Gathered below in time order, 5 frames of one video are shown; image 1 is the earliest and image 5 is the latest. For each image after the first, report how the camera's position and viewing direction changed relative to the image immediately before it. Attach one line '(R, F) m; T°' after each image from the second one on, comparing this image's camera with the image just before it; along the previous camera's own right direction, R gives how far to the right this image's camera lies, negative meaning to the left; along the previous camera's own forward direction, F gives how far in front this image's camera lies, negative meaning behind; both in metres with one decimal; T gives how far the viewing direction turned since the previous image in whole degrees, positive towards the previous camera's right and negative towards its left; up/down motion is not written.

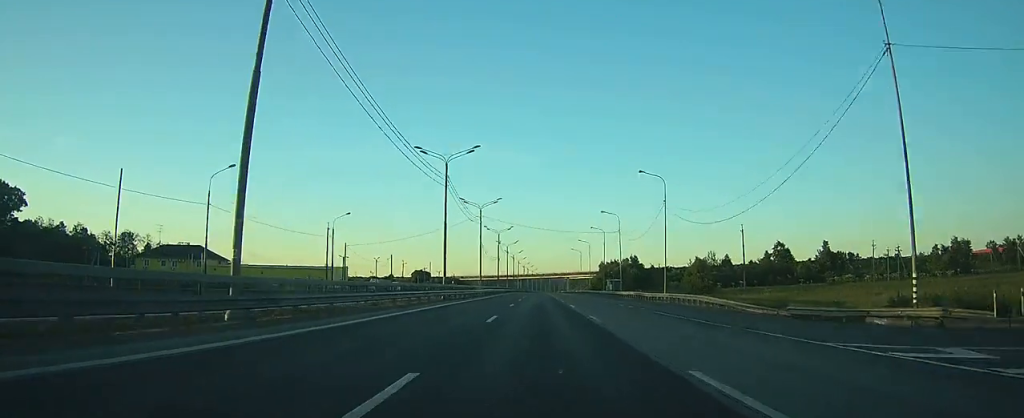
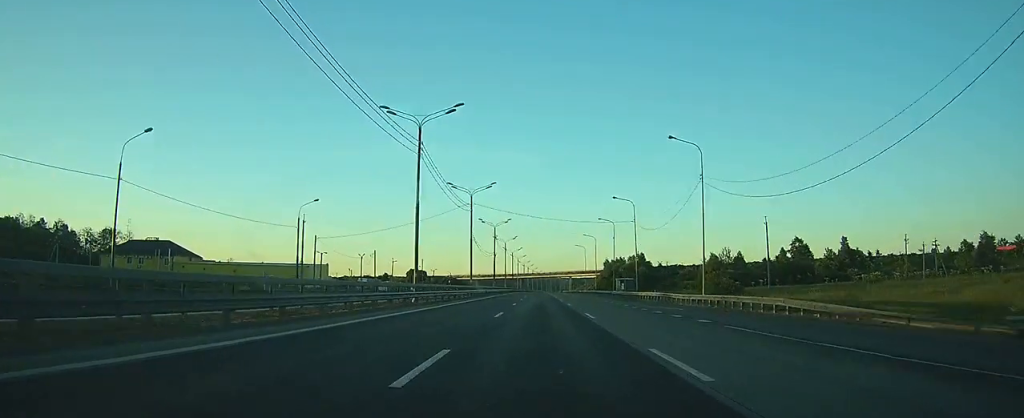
(0.0, +12.8) m; 0°
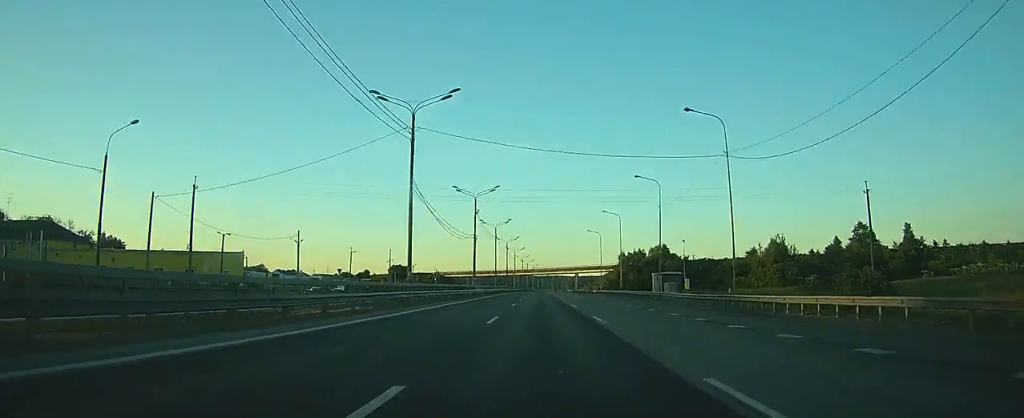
(-0.1, +35.3) m; 0°
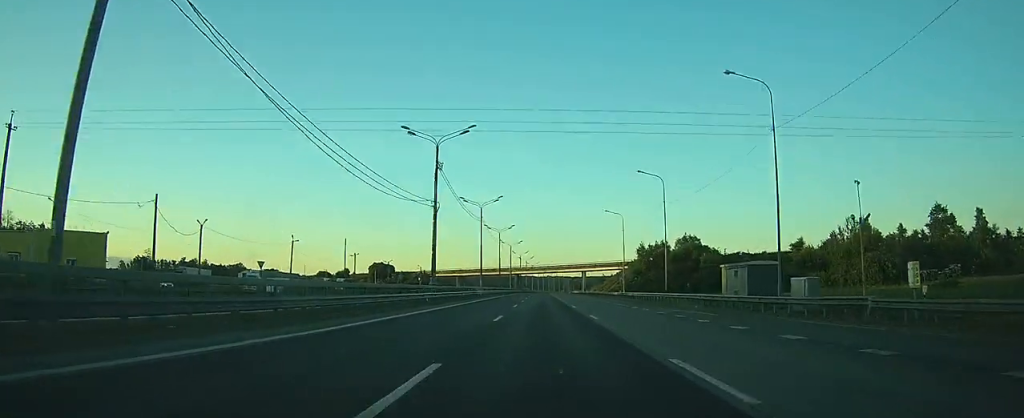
(0.0, +29.4) m; 0°
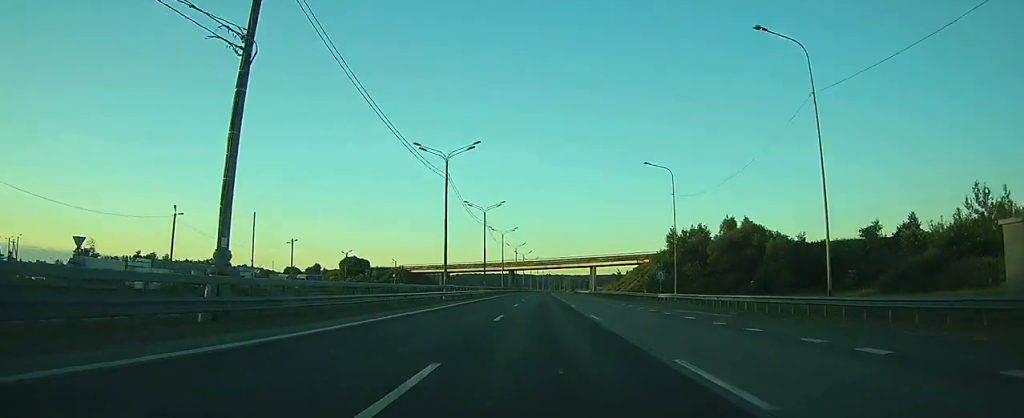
(-0.1, +31.5) m; 0°
